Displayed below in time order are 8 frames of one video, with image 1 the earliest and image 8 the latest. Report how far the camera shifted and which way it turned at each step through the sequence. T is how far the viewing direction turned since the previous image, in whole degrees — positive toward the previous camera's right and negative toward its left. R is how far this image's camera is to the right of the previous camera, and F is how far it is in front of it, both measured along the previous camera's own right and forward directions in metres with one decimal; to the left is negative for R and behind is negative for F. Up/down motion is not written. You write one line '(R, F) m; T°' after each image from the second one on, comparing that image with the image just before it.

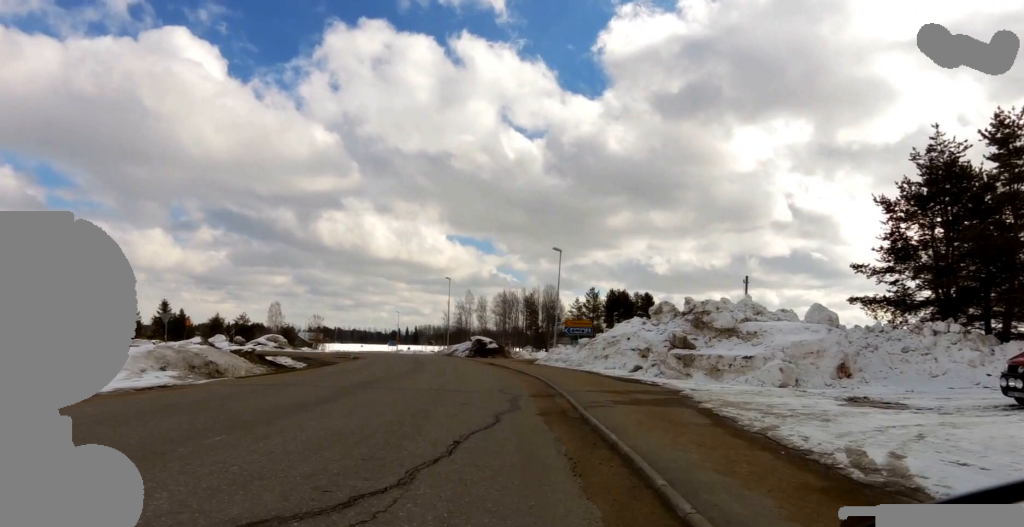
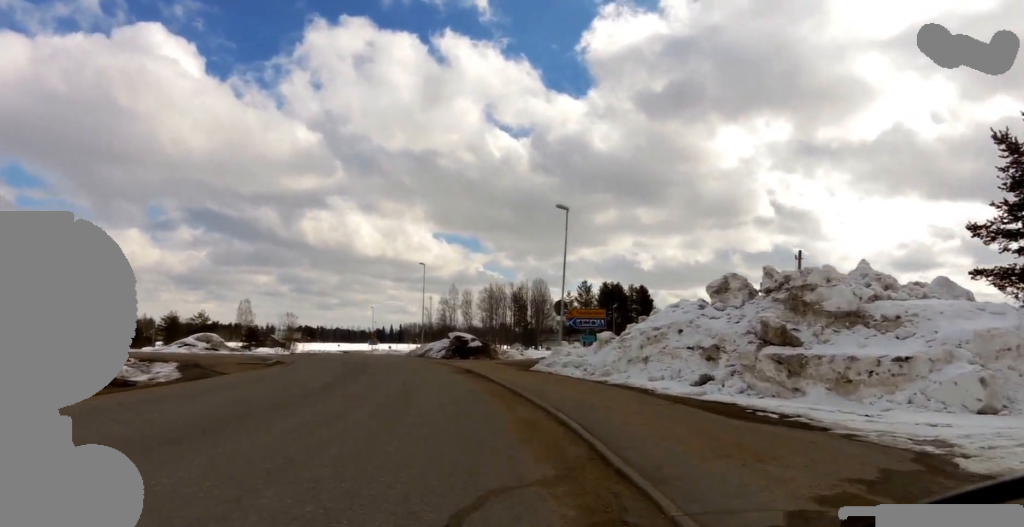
(-0.9, +10.0) m; +2°
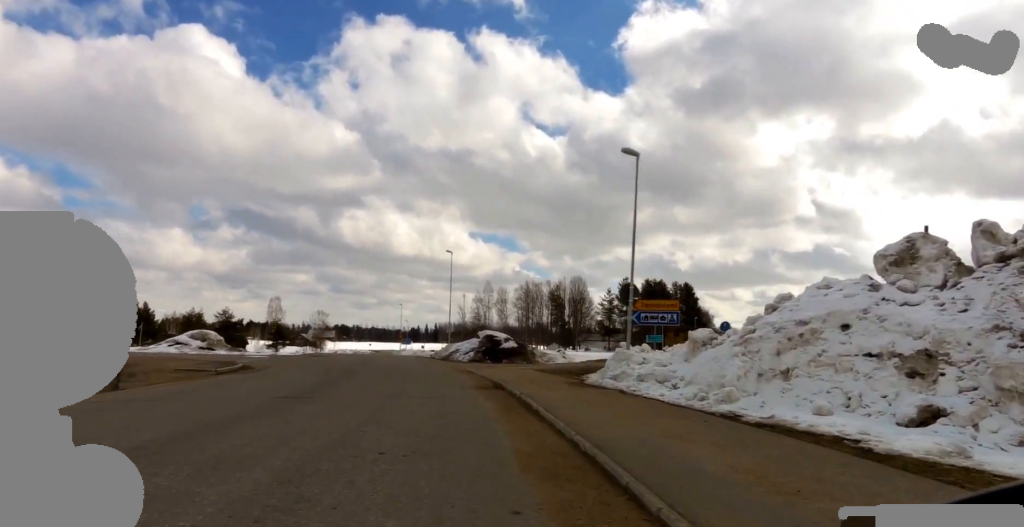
(+0.7, +6.8) m; +3°
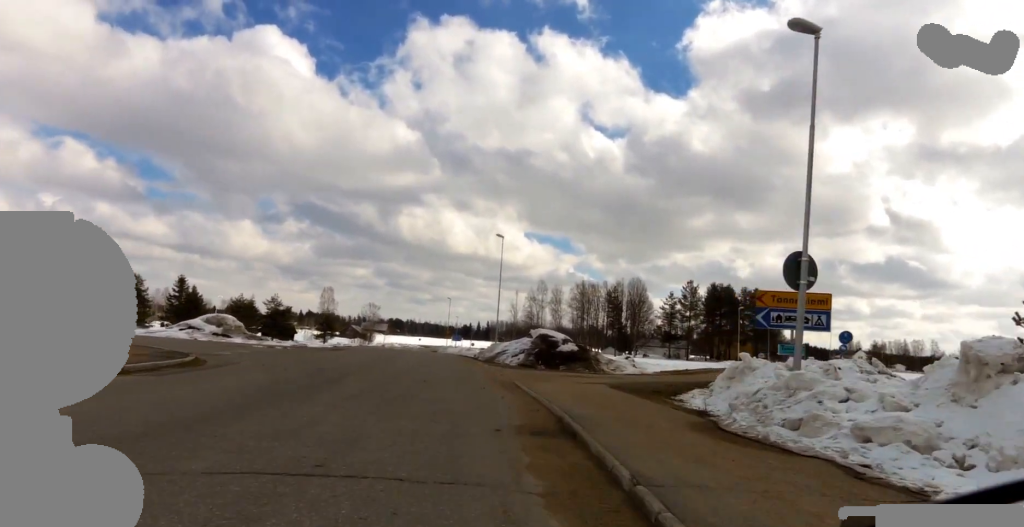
(-0.2, +6.8) m; -7°
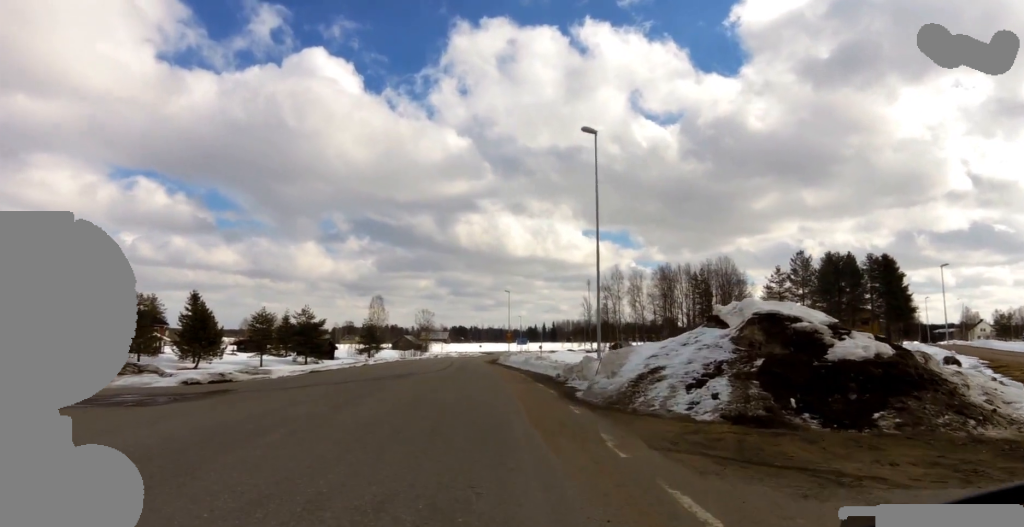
(-2.5, +19.4) m; -15°
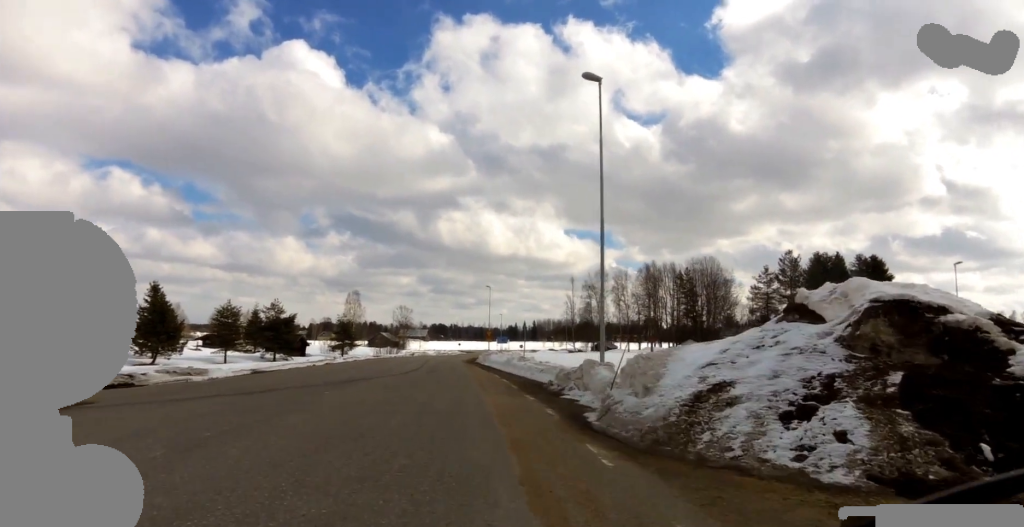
(-0.7, +3.6) m; -1°
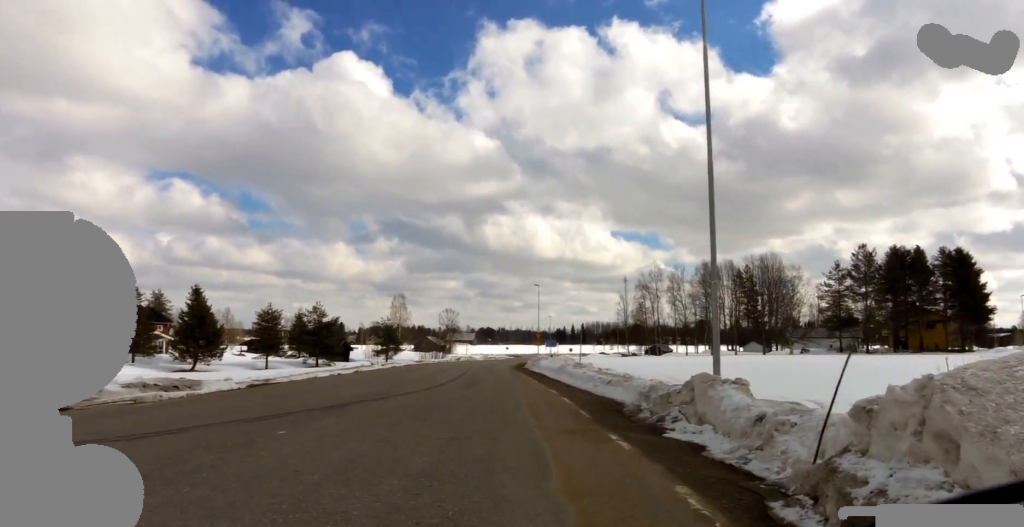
(+0.1, +4.6) m; +4°
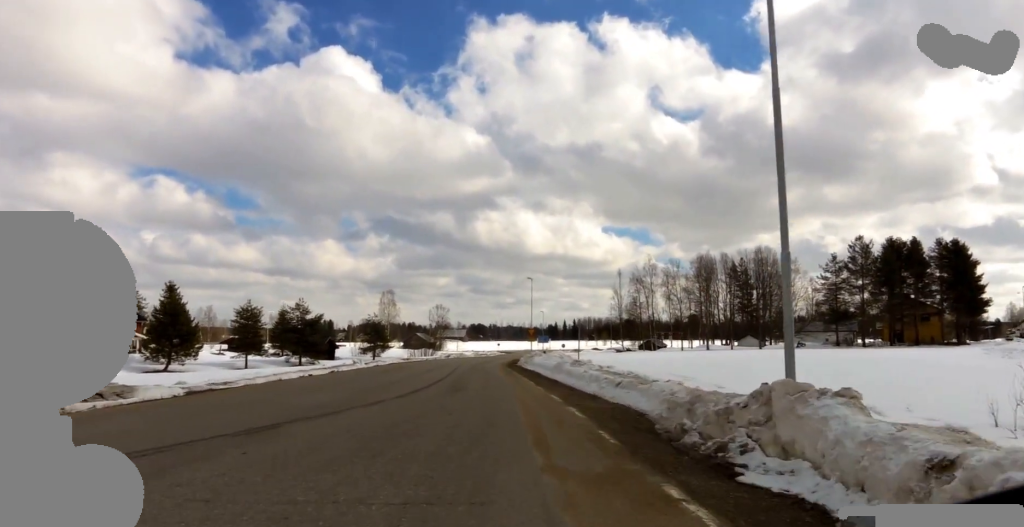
(+0.3, +2.8) m; +5°
